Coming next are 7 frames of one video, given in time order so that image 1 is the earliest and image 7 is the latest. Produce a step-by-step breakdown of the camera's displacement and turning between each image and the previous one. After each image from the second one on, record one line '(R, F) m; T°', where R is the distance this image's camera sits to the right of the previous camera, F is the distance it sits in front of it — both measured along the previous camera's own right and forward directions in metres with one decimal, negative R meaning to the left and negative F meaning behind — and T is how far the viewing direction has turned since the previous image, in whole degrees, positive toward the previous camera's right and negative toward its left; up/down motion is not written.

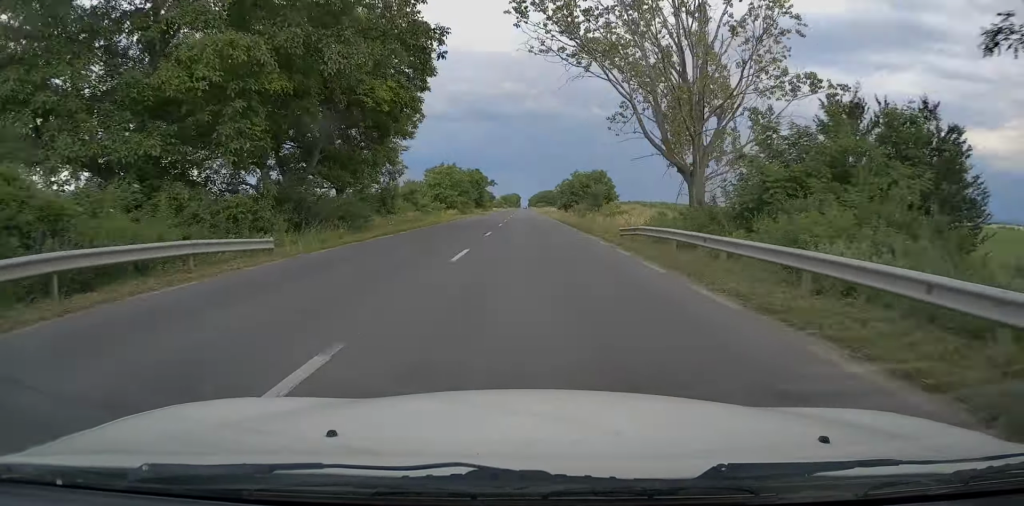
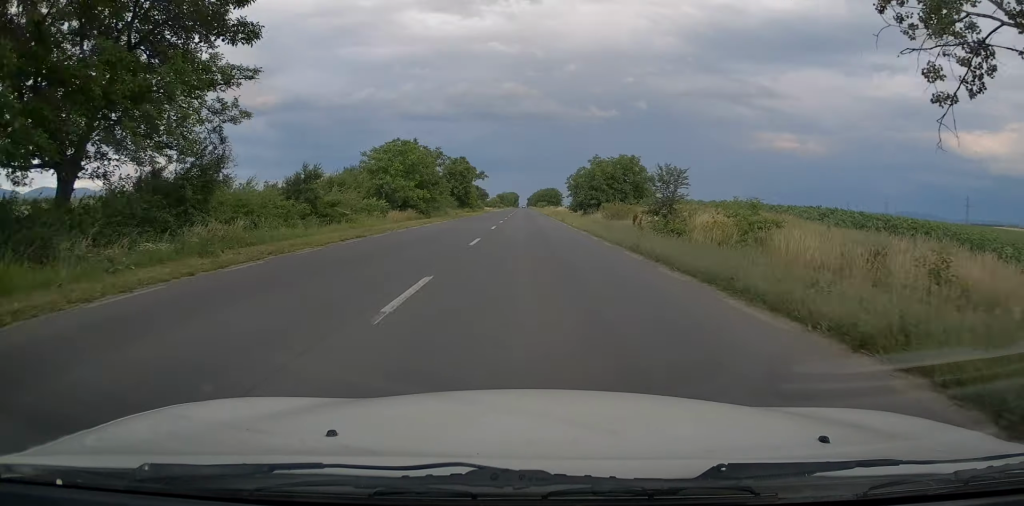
(0.0, +29.1) m; 0°
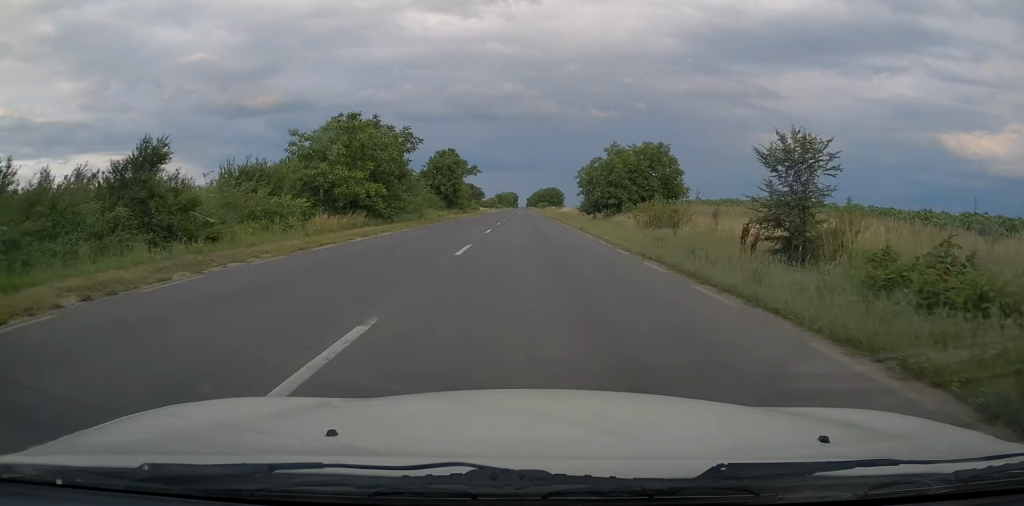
(0.0, +14.7) m; 0°
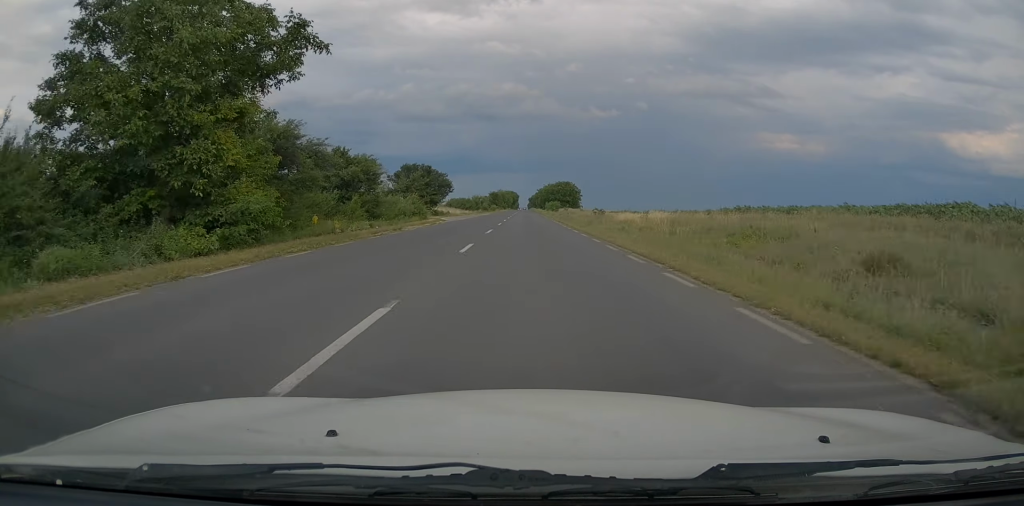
(-0.4, +66.3) m; 0°
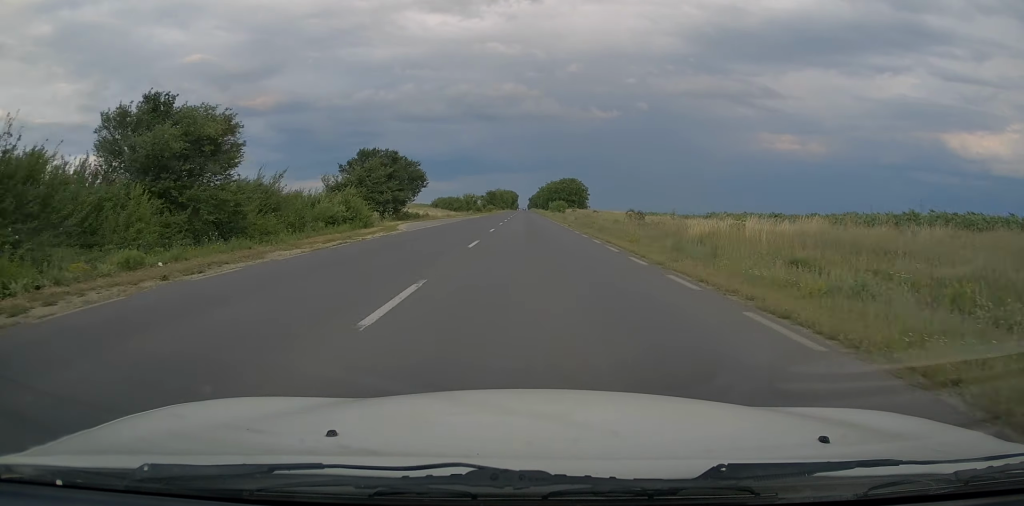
(+0.1, +20.3) m; 0°
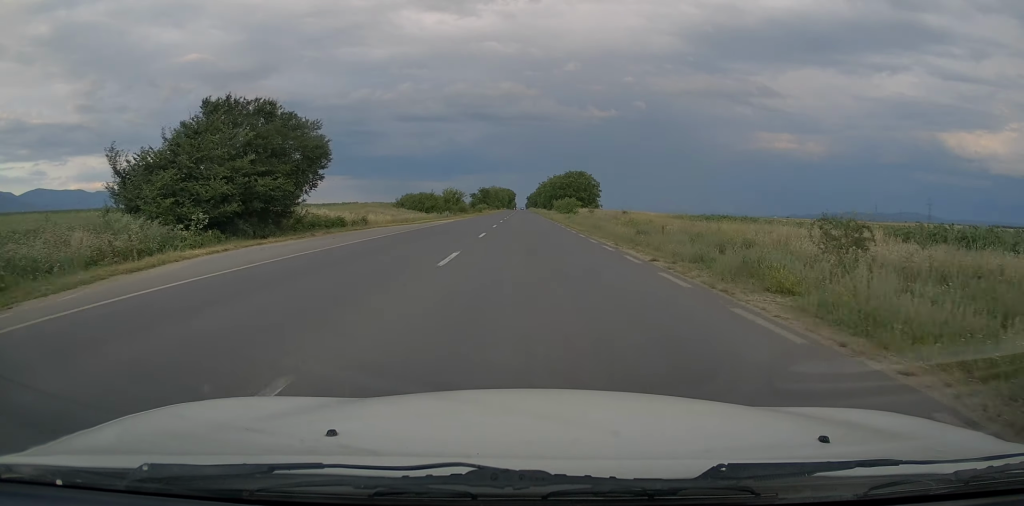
(-0.1, +27.7) m; 0°
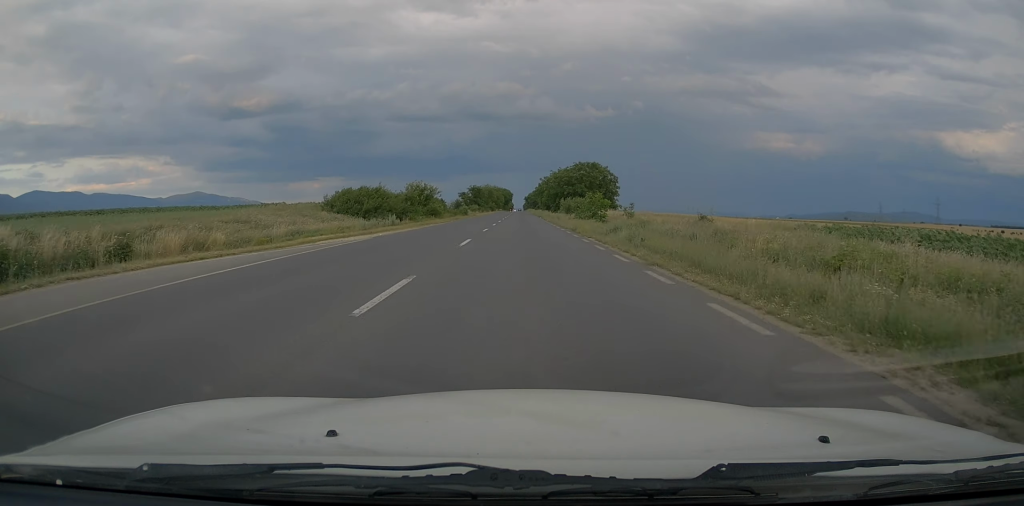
(+0.1, +27.7) m; +1°
